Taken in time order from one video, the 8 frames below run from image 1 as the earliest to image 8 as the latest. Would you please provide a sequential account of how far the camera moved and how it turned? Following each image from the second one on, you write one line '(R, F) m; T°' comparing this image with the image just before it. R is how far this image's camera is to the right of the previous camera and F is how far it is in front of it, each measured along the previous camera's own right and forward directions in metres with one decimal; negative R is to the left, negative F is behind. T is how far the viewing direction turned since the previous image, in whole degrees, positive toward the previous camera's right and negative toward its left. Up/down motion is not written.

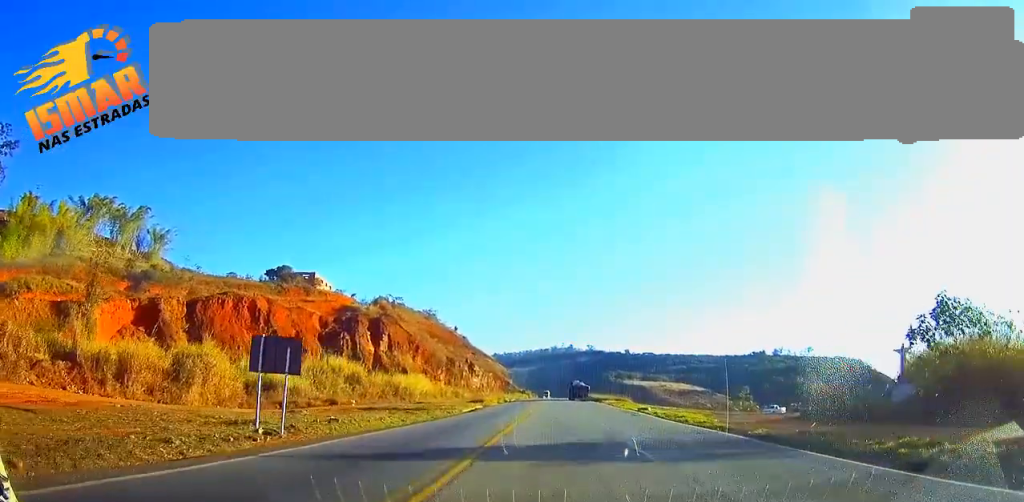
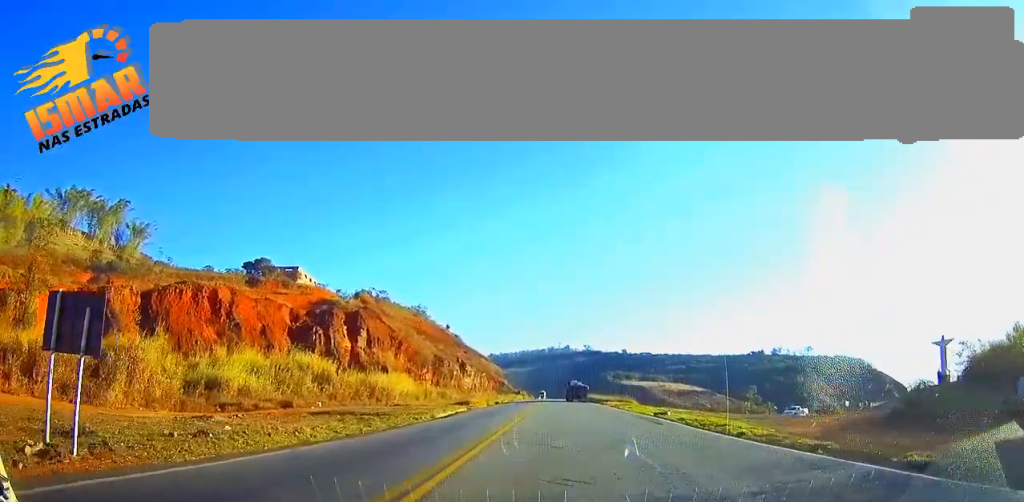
(-0.1, +10.5) m; 0°
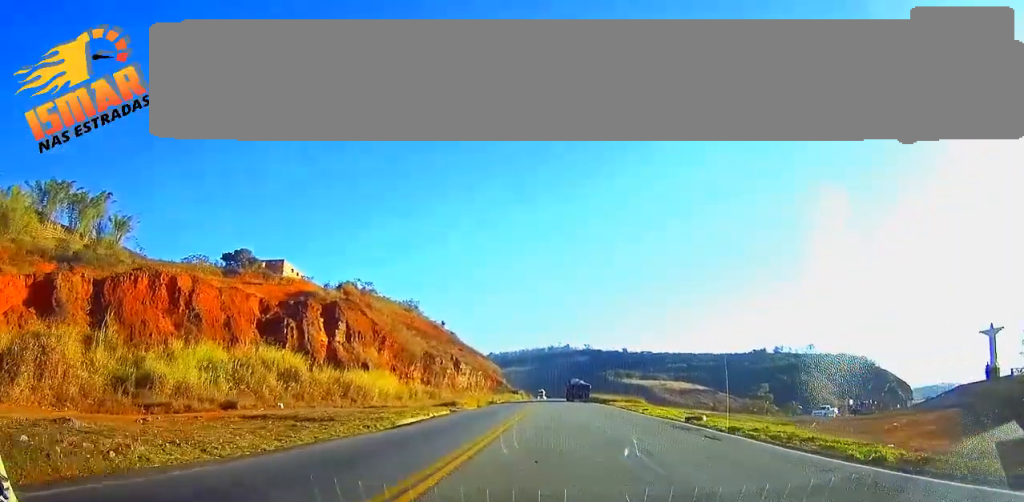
(0.0, +10.0) m; 0°
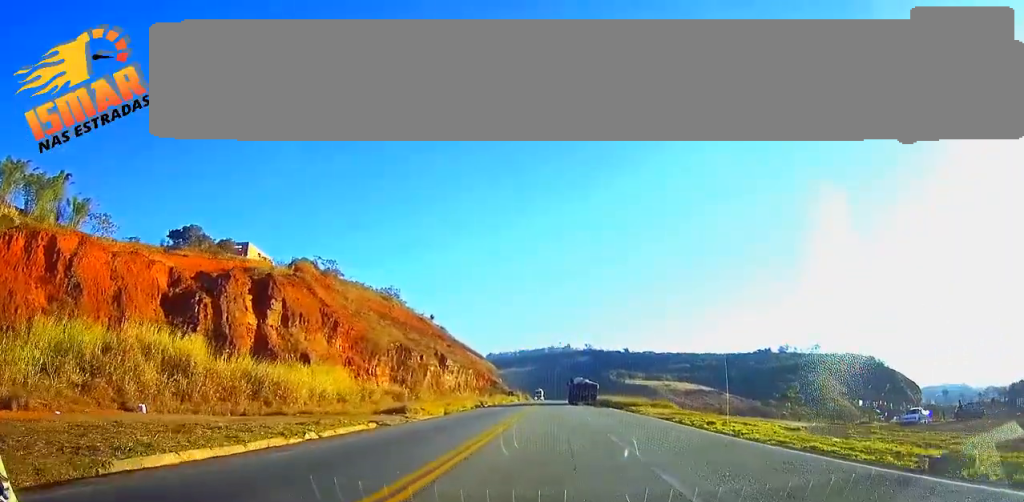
(0.0, +21.7) m; 0°
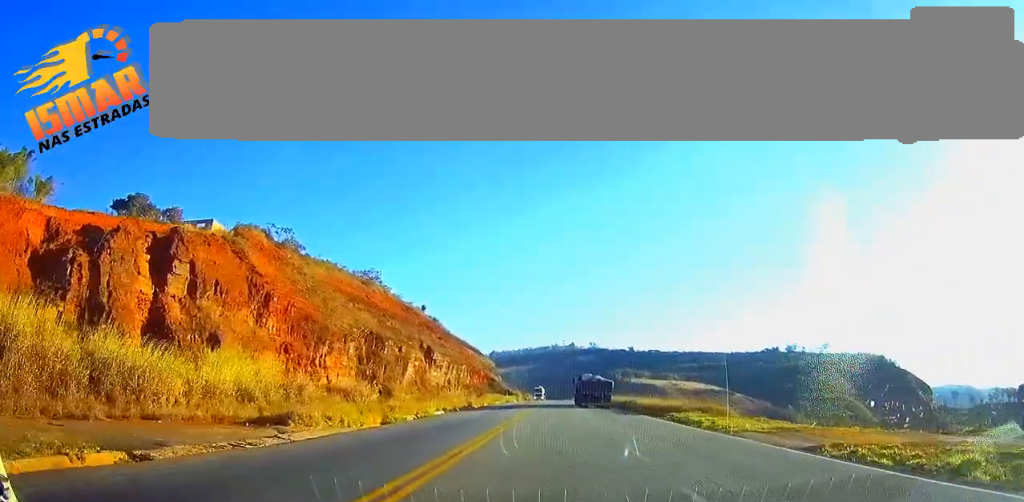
(-0.1, +19.7) m; 0°
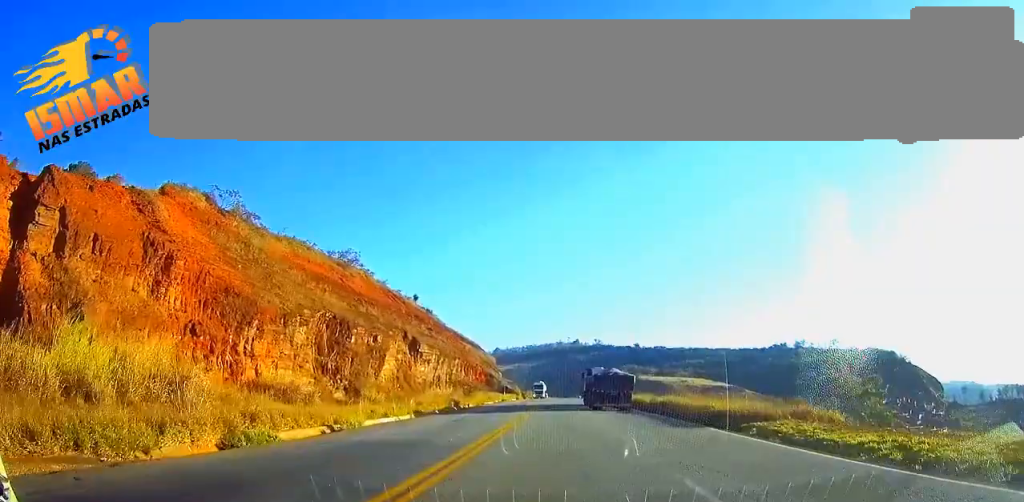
(0.0, +16.7) m; 0°
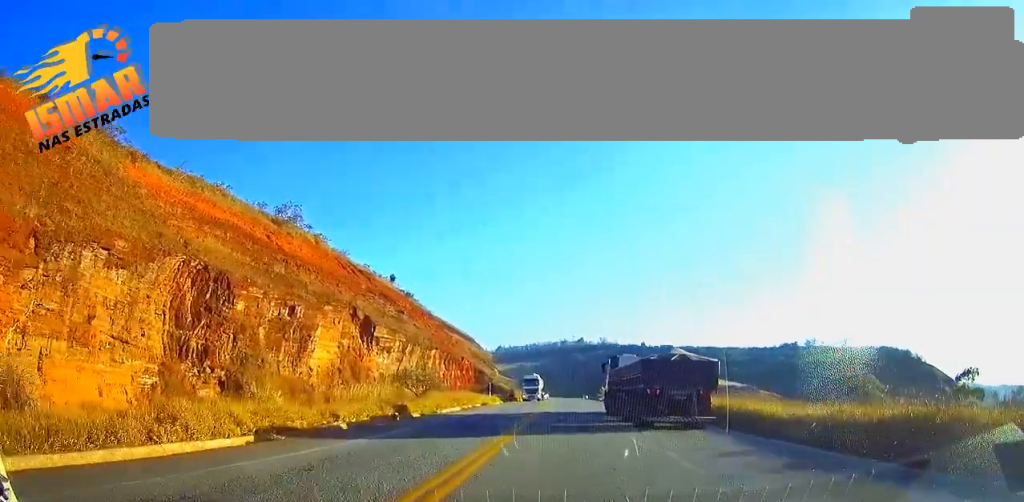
(-0.1, +29.4) m; 0°
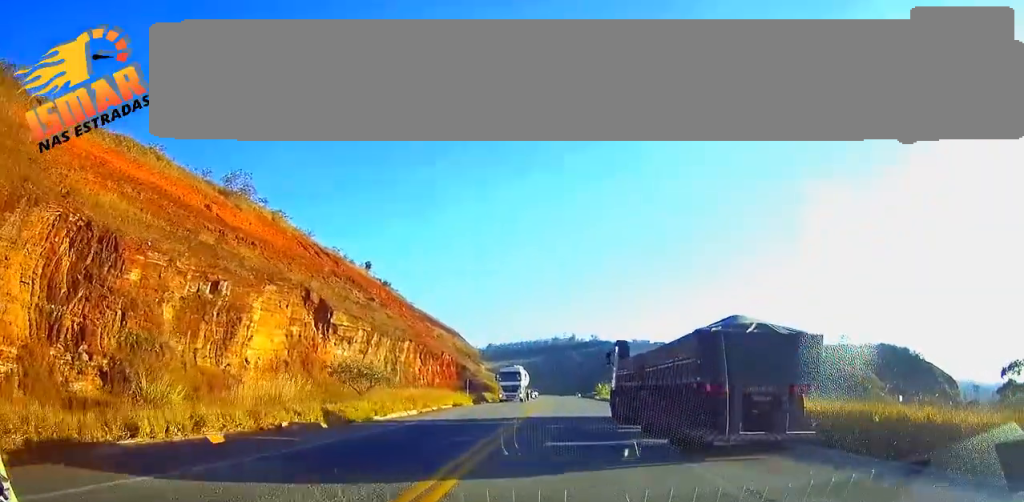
(0.0, +13.0) m; 0°
